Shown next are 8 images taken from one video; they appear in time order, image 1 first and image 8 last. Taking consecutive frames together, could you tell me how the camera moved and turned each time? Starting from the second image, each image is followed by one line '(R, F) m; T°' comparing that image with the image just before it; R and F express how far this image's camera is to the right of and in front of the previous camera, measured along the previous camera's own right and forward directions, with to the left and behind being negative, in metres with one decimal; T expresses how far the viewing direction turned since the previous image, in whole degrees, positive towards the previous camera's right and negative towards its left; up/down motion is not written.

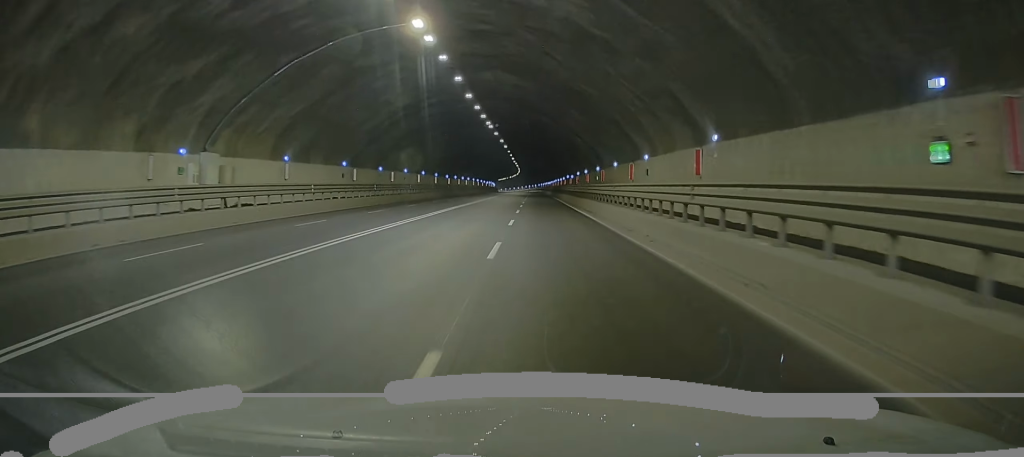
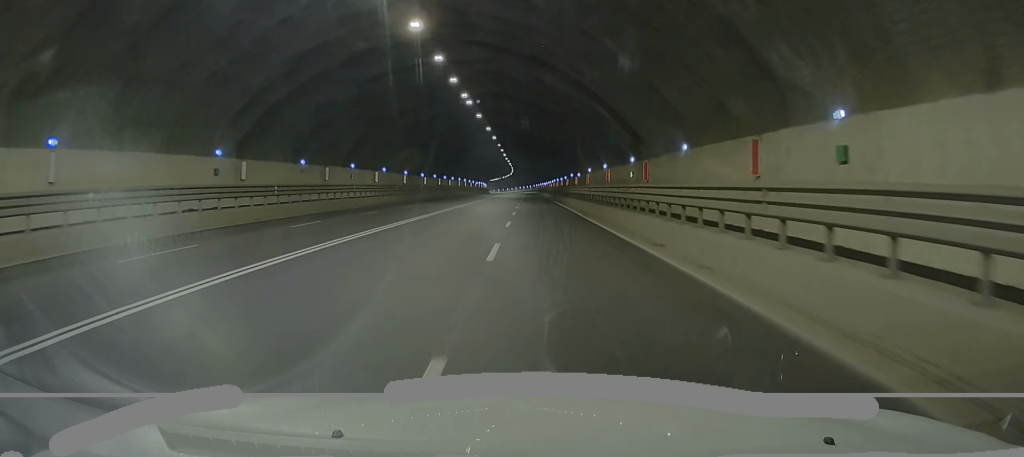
(+0.1, +17.3) m; 0°
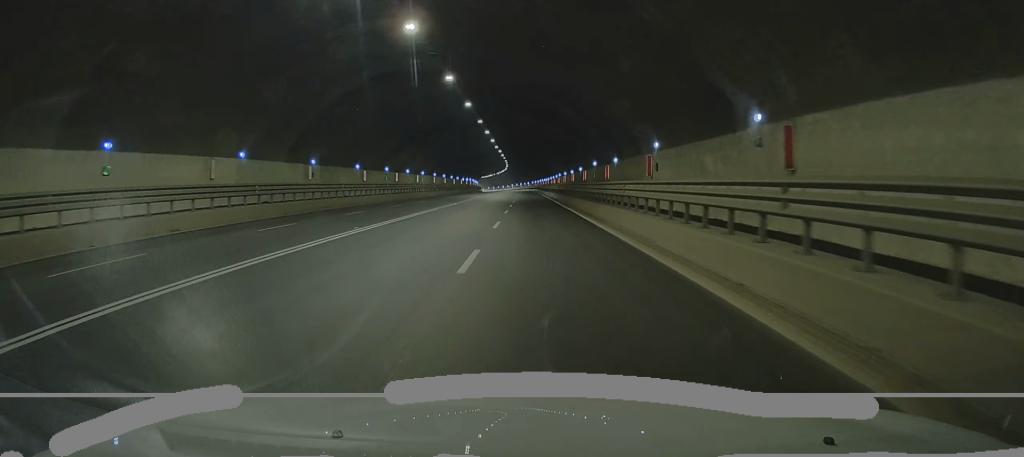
(-0.3, +26.9) m; -2°
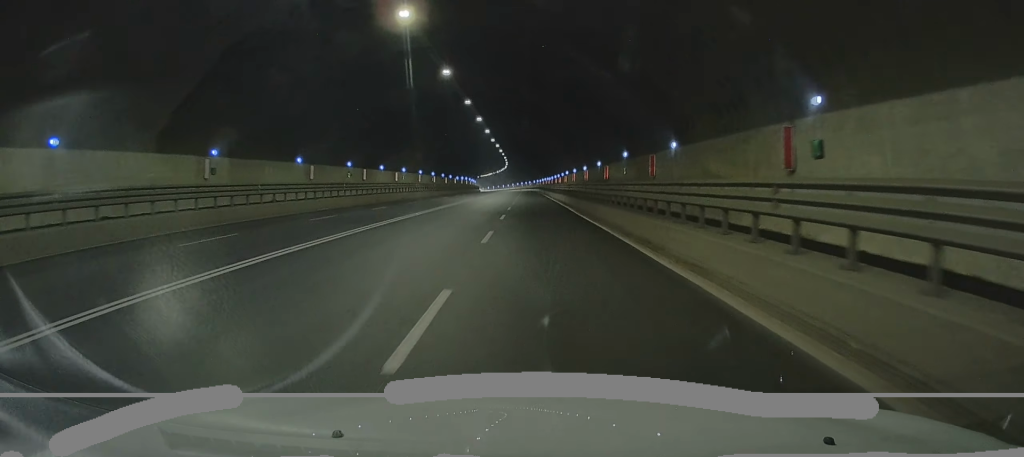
(-0.1, +12.5) m; -1°
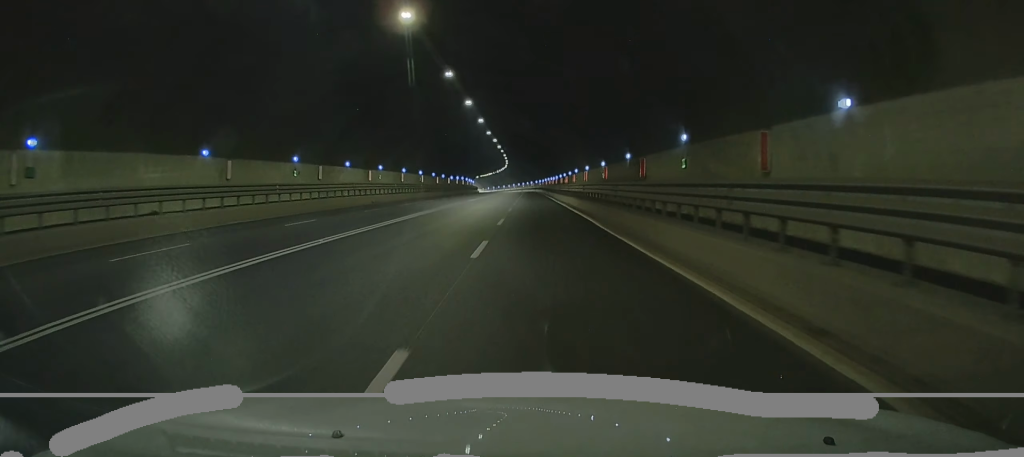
(-0.1, +10.6) m; 0°
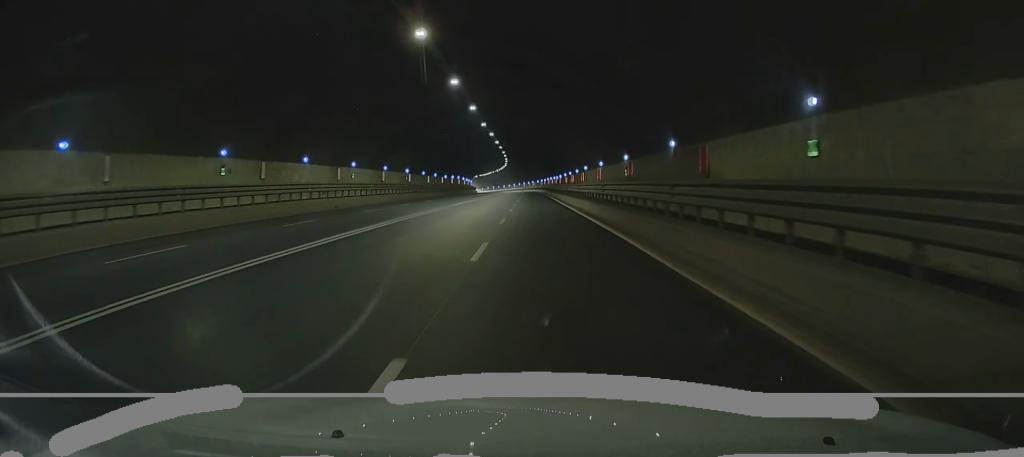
(0.0, +8.3) m; 0°
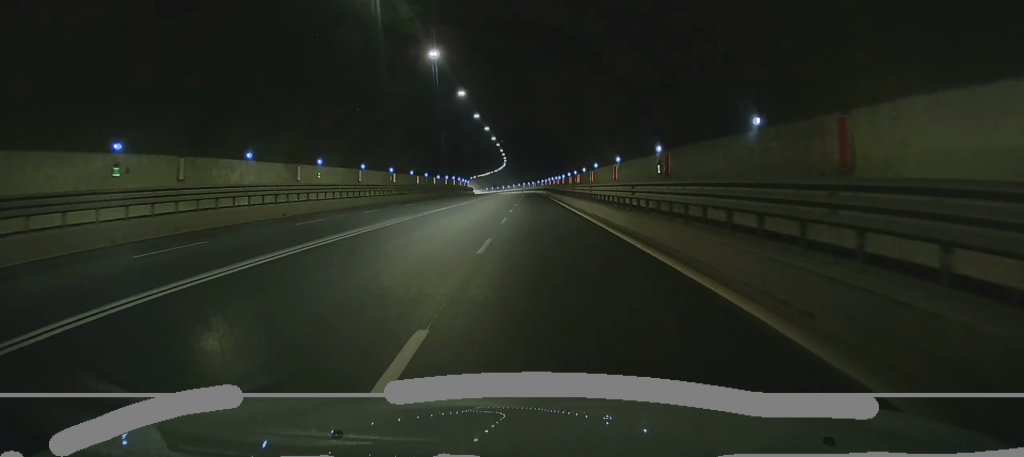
(0.0, +7.2) m; 0°
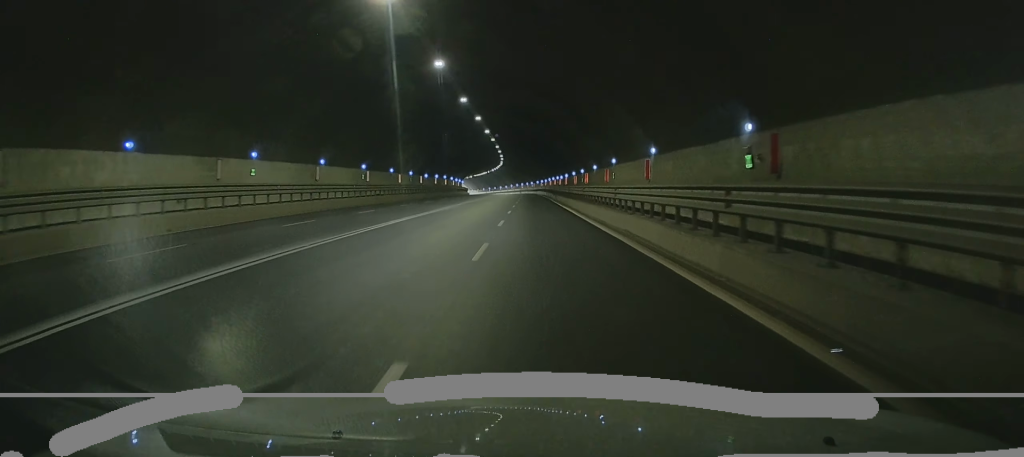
(0.0, +8.8) m; 0°
